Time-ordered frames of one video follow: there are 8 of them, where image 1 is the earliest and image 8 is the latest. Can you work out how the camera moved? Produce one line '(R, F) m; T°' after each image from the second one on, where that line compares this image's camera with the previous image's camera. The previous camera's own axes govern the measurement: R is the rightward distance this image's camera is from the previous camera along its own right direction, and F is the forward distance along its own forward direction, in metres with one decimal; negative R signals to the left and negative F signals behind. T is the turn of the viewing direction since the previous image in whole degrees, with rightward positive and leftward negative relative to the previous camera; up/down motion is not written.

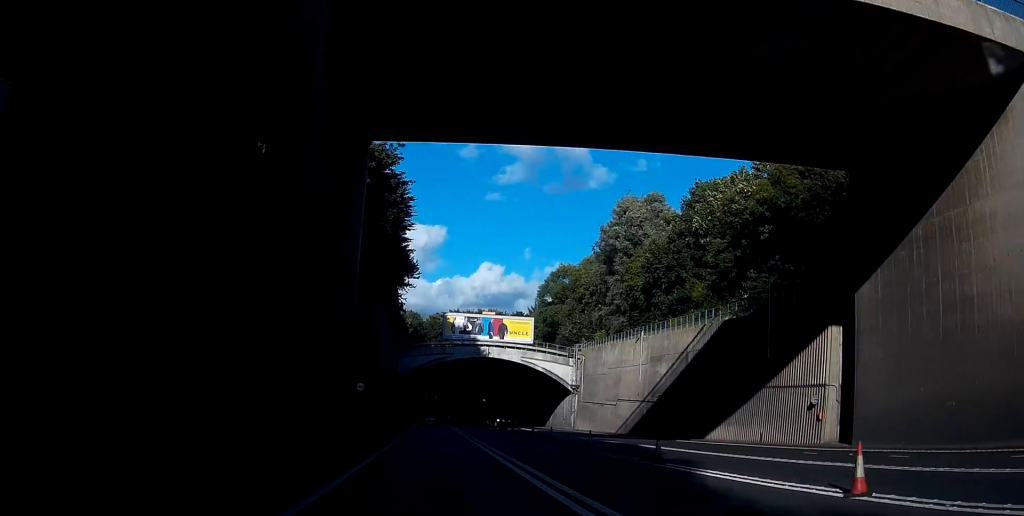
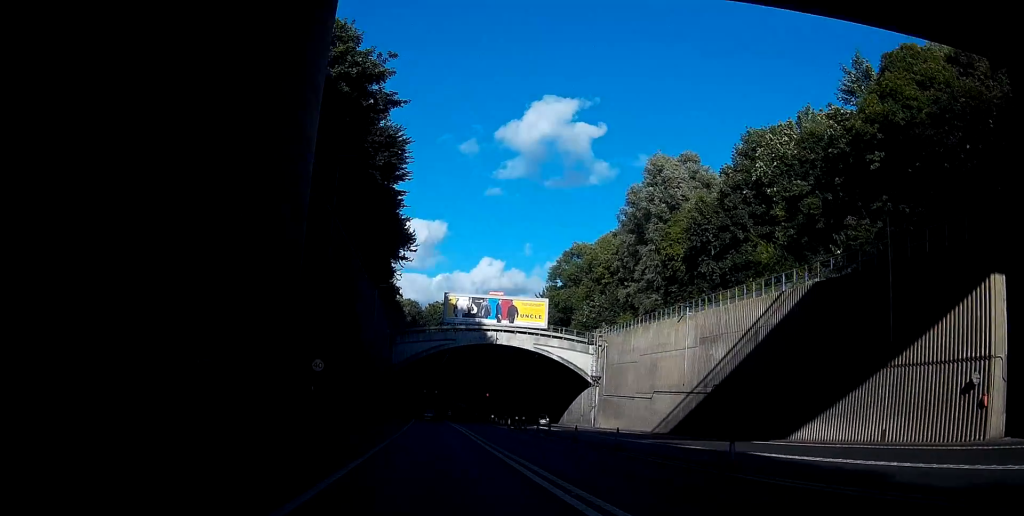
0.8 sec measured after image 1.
(0.0, +13.6) m; +1°
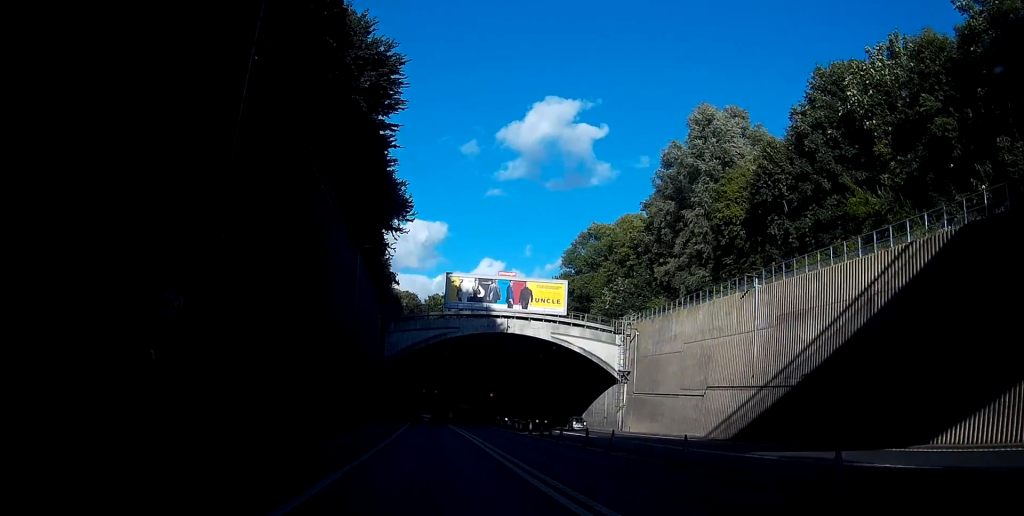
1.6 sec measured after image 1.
(+0.1, +13.7) m; 0°
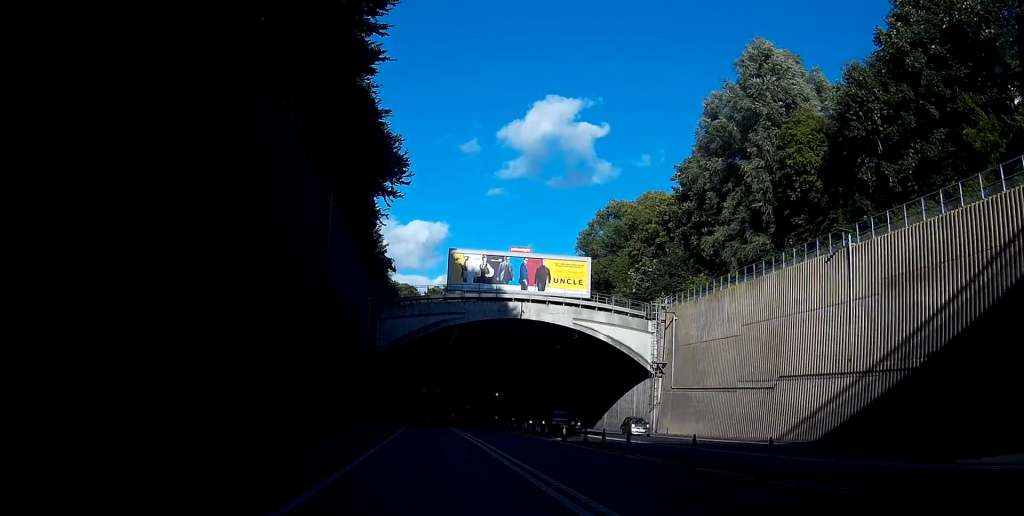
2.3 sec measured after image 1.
(+0.1, +11.9) m; 0°
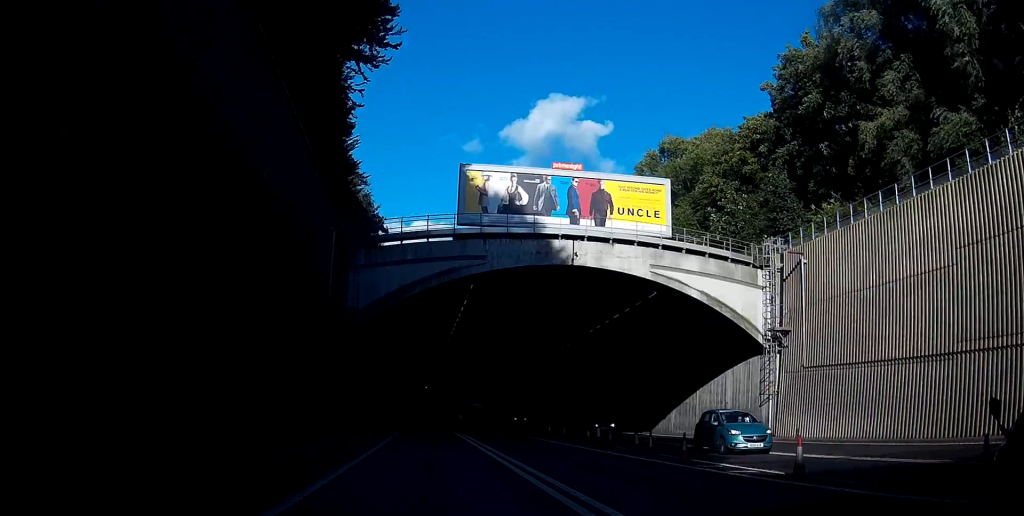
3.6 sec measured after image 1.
(-0.3, +22.7) m; -2°
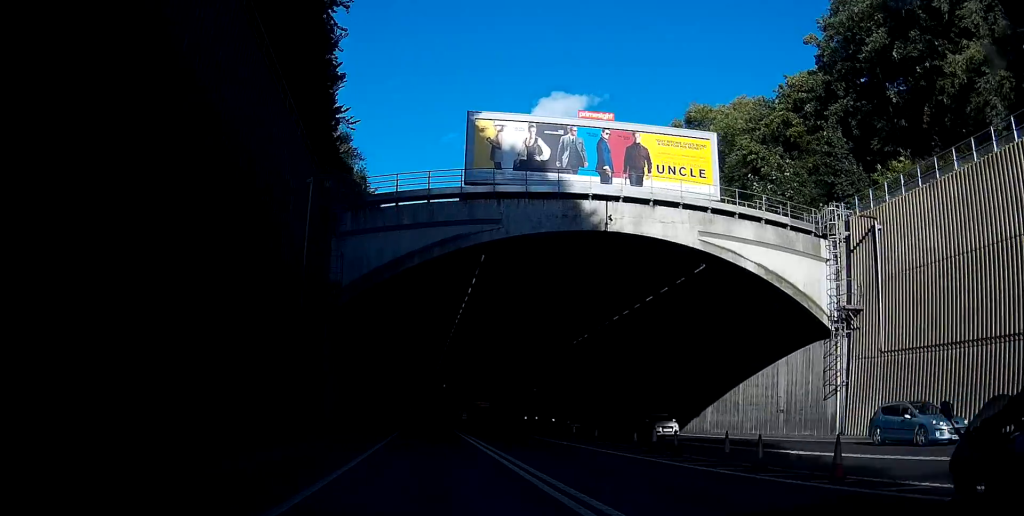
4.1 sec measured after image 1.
(0.0, +7.9) m; -1°
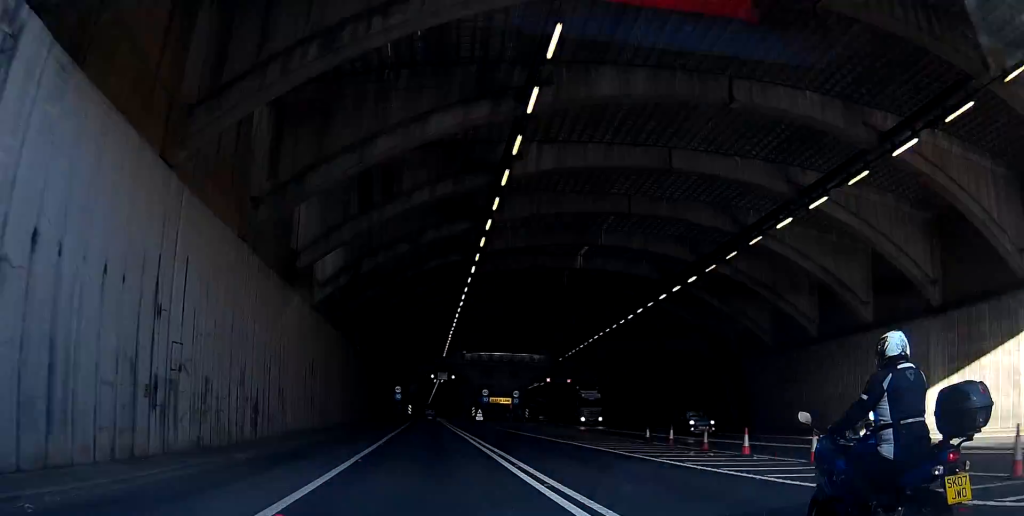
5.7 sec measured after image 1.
(-0.7, +27.0) m; -2°
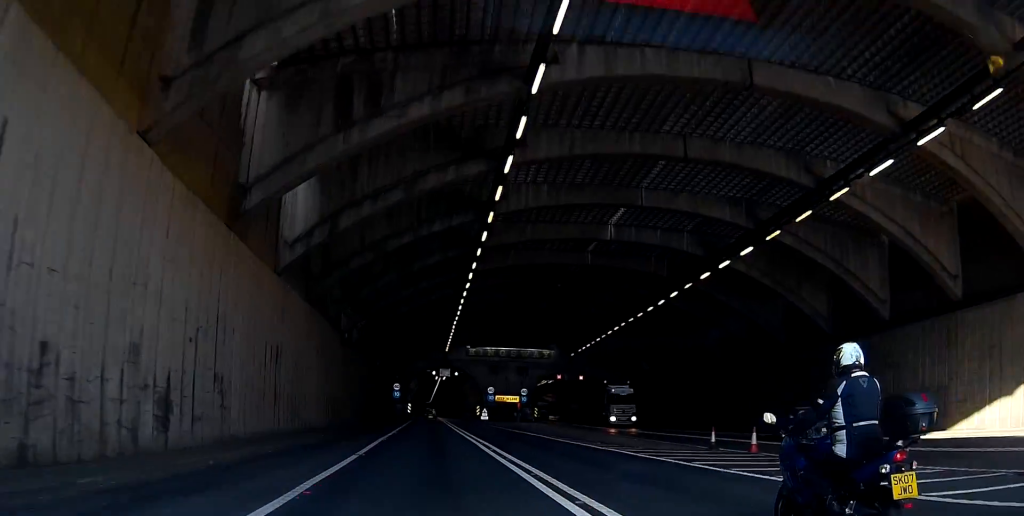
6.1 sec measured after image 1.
(0.0, +7.4) m; -1°
